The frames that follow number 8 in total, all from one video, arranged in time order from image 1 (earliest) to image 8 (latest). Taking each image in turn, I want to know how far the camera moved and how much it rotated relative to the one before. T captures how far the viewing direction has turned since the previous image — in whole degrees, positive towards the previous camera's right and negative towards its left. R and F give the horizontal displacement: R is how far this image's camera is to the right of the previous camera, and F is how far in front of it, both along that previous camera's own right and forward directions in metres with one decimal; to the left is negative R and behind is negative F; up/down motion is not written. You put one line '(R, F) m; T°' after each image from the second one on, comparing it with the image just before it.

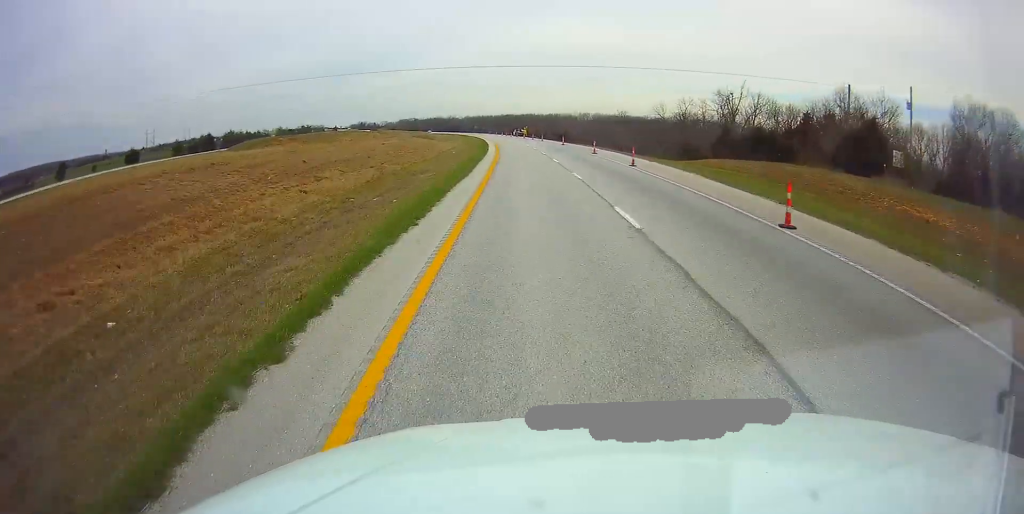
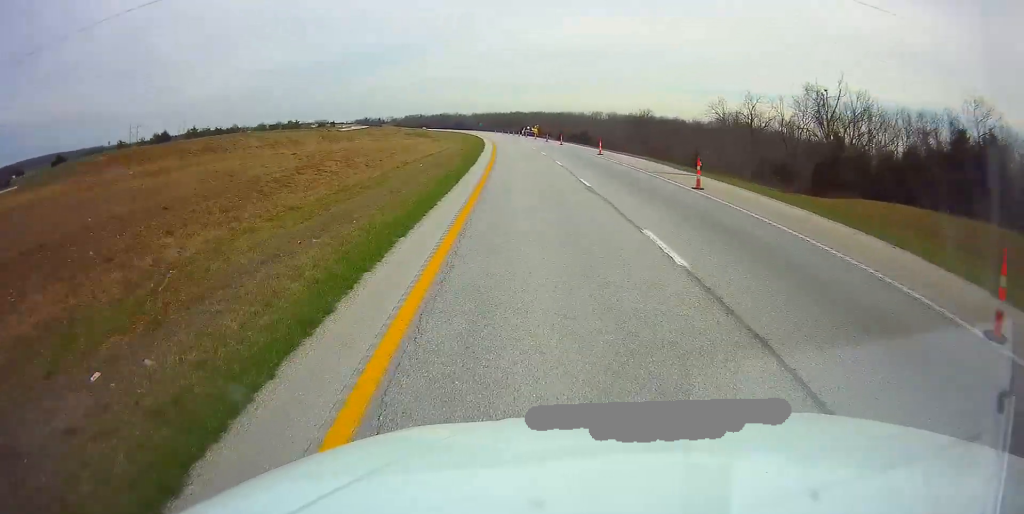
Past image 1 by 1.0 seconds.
(-0.3, +22.8) m; -1°
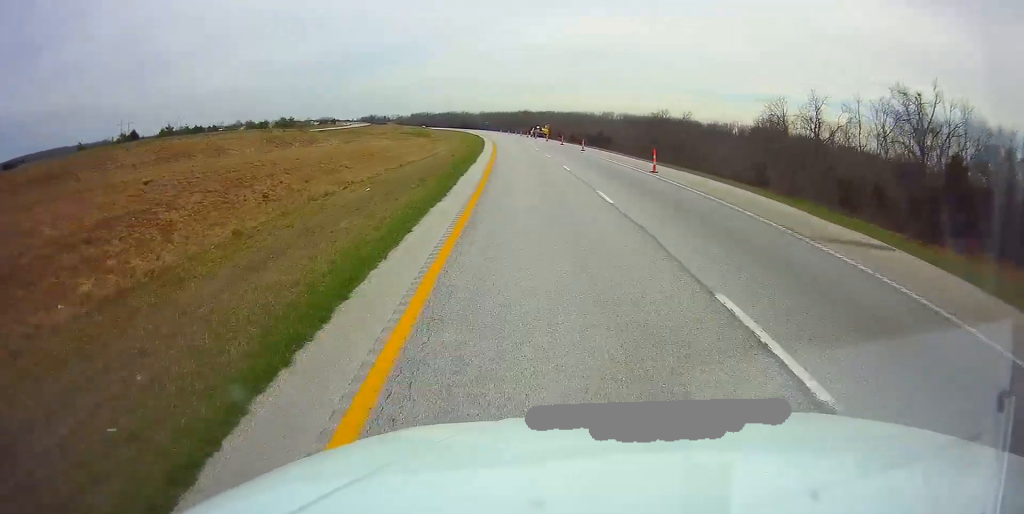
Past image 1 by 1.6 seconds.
(-0.1, +13.3) m; 0°
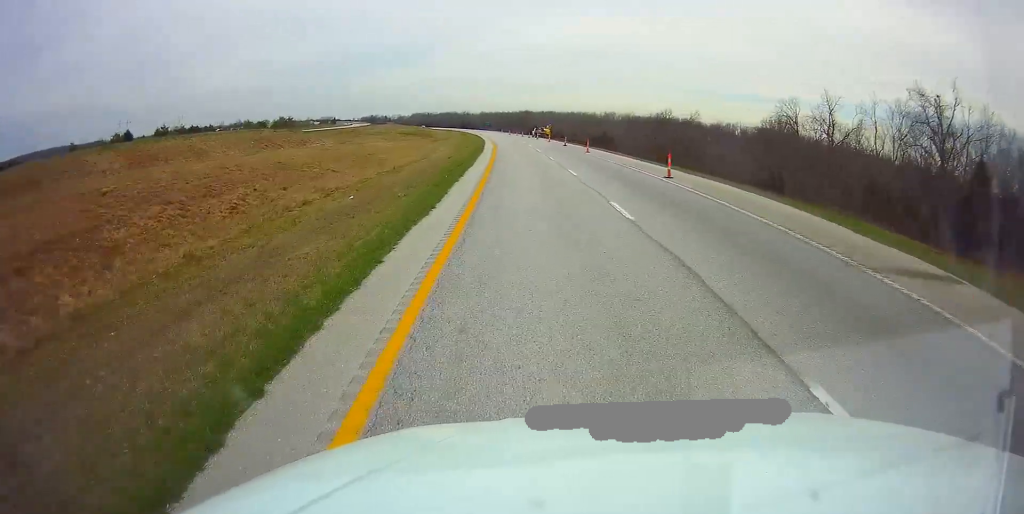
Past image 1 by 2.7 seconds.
(0.0, +25.1) m; 0°
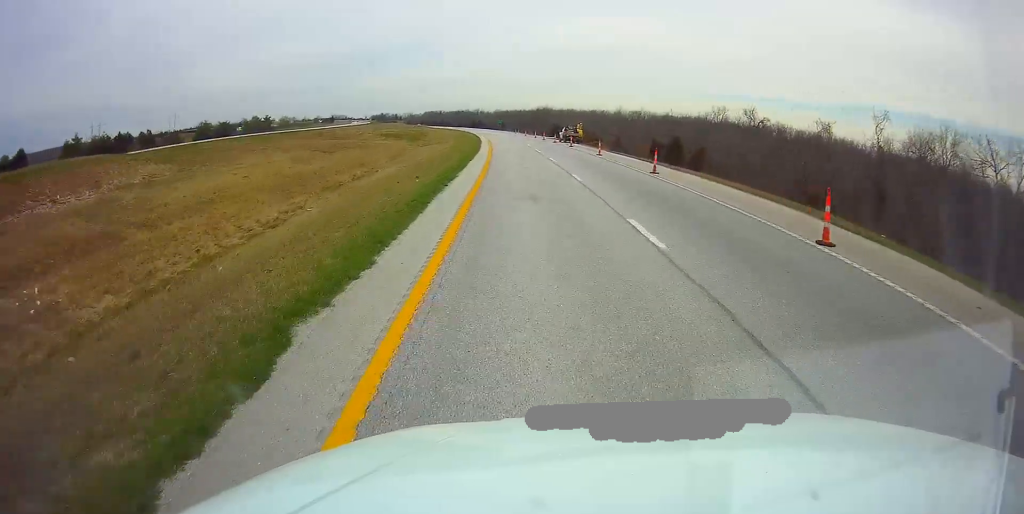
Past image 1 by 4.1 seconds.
(-0.6, +35.7) m; -2°
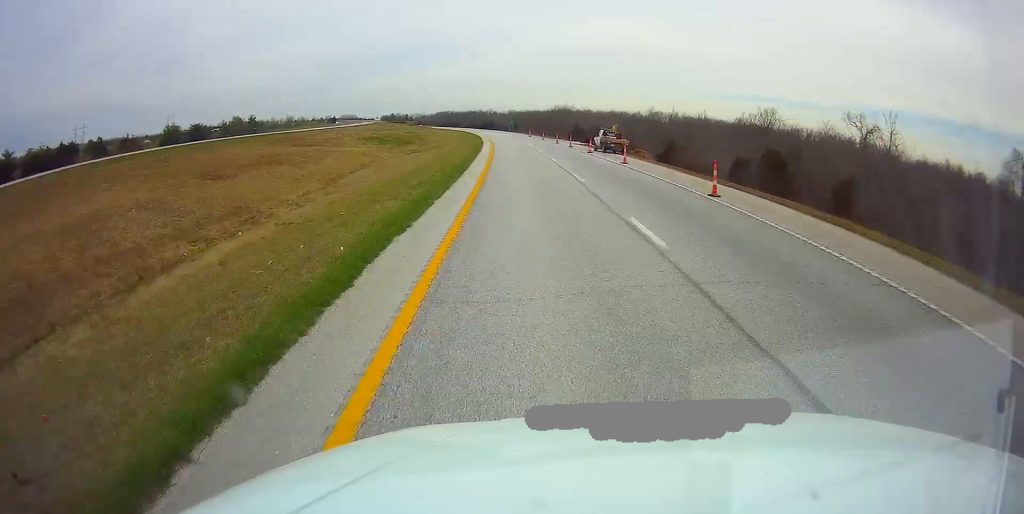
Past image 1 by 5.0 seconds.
(-0.1, +22.8) m; -1°
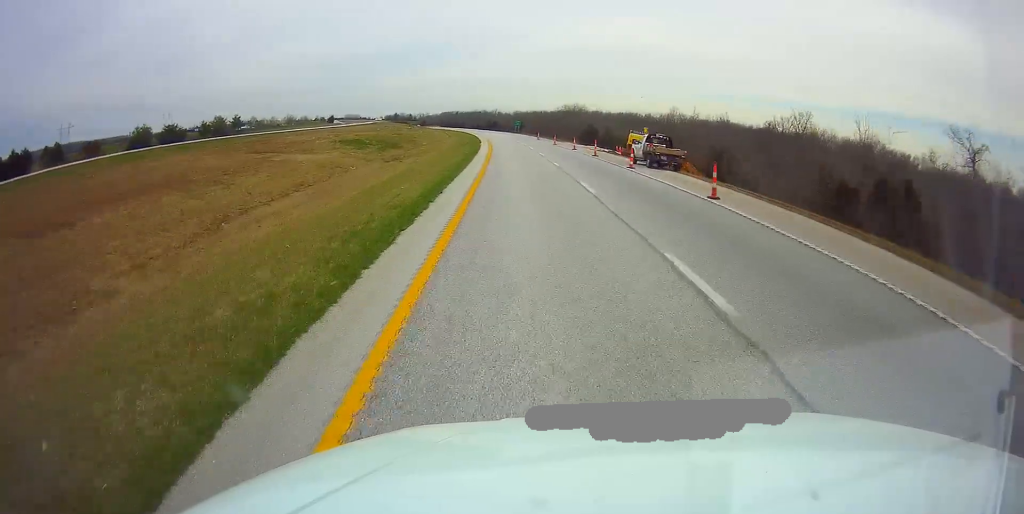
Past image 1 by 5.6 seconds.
(0.0, +15.1) m; 0°
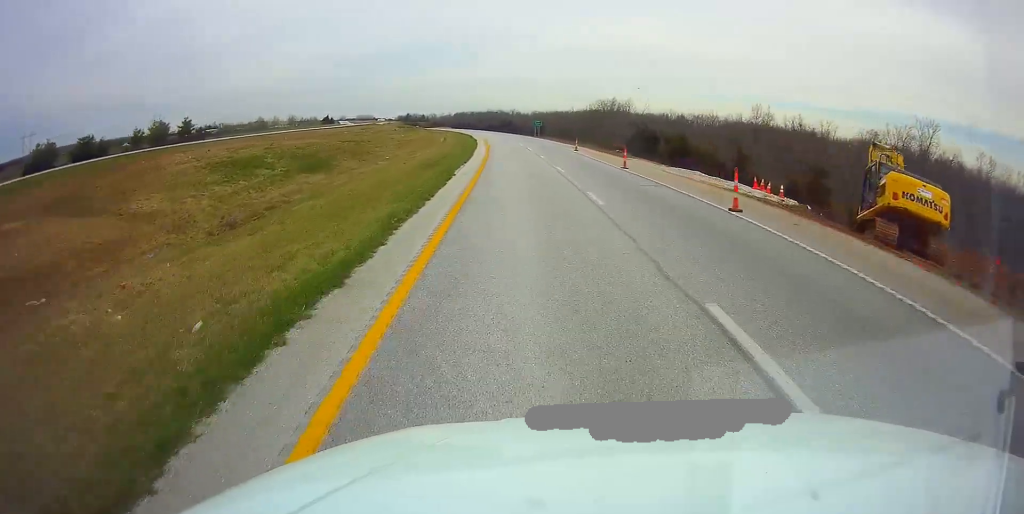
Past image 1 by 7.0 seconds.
(-0.6, +38.1) m; -2°
